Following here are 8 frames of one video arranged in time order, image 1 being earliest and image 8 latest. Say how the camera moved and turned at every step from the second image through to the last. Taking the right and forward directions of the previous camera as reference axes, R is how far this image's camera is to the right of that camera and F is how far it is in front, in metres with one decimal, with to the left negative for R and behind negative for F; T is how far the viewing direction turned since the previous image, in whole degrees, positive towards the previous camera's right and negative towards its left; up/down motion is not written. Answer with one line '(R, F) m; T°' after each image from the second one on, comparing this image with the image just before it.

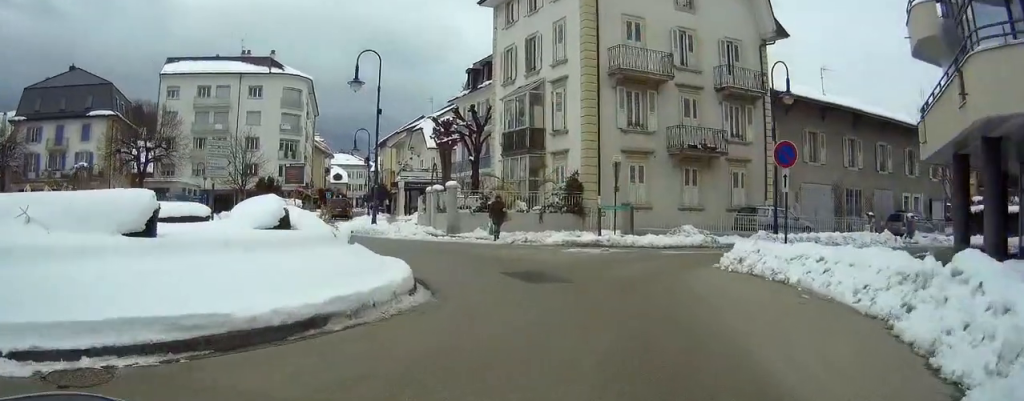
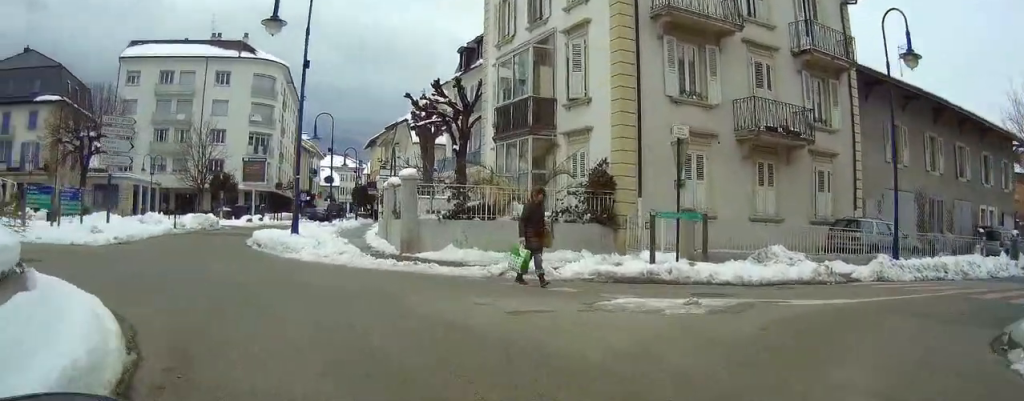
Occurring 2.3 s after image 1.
(+0.3, +9.4) m; -7°
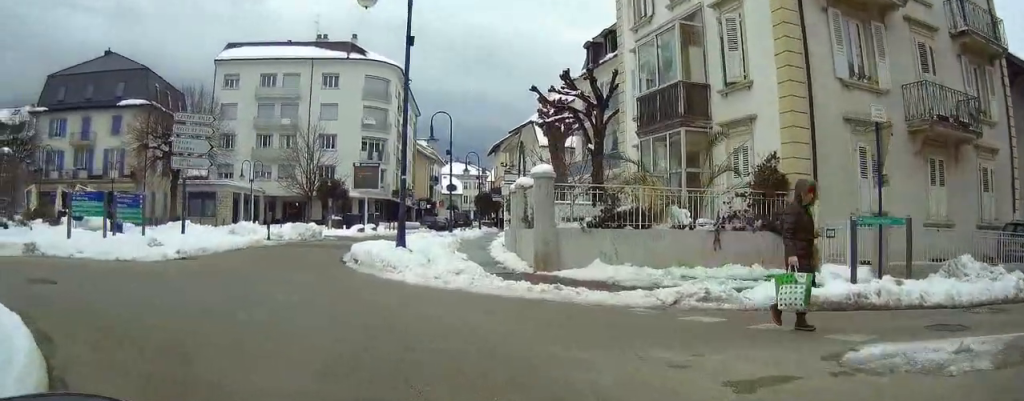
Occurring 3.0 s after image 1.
(-0.3, +3.2) m; -9°
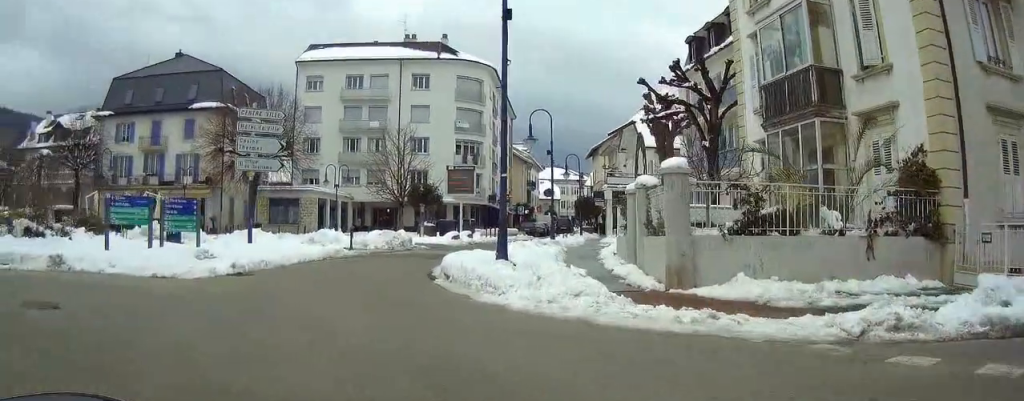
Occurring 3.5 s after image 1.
(0.0, +2.2) m; -6°
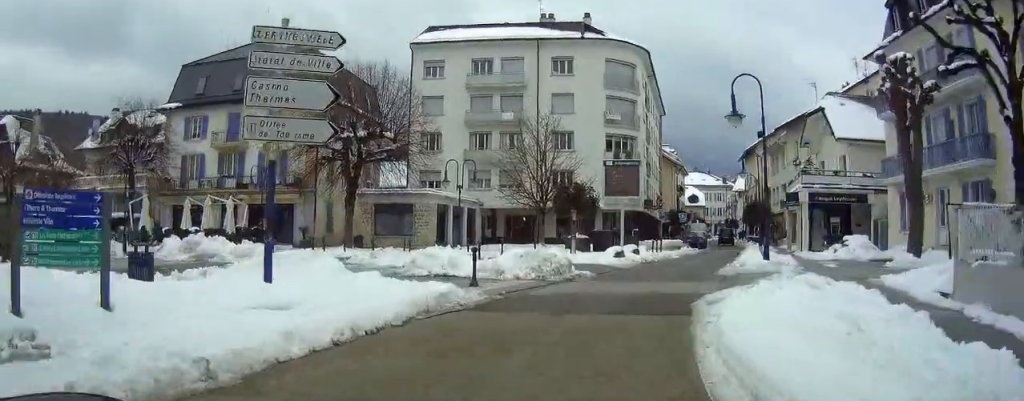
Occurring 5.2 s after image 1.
(-1.7, +9.4) m; -9°
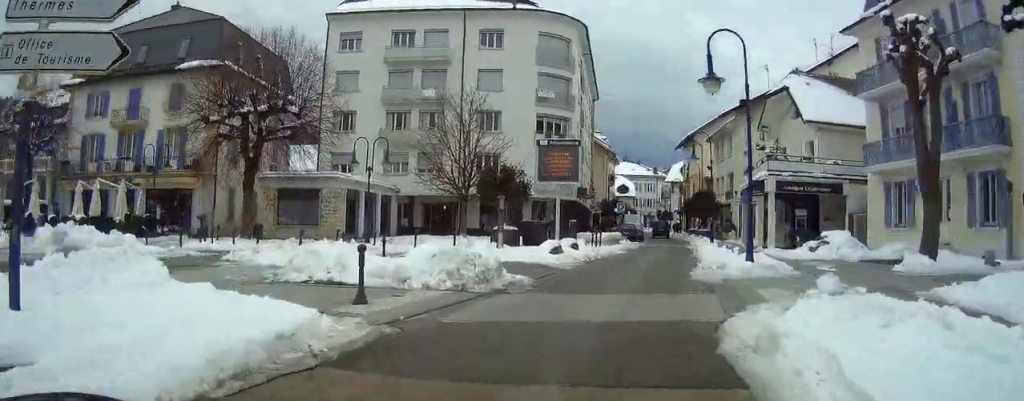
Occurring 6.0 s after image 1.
(+0.2, +4.8) m; +5°
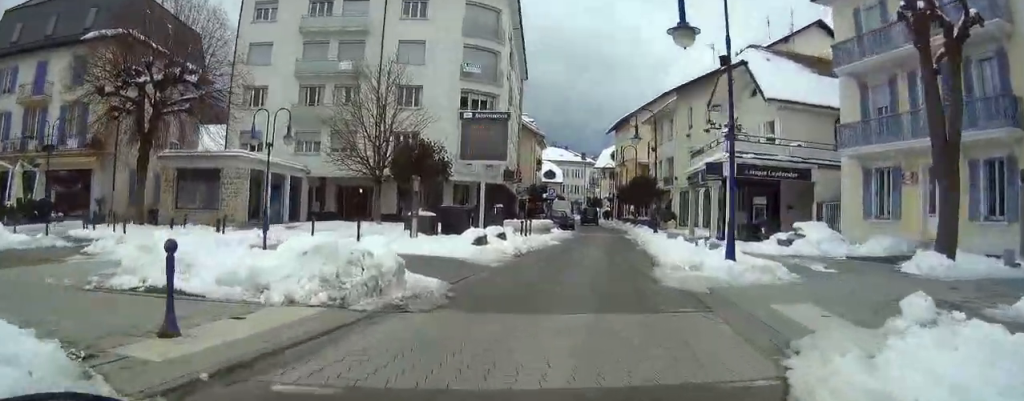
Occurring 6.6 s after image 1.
(+0.1, +3.6) m; +5°
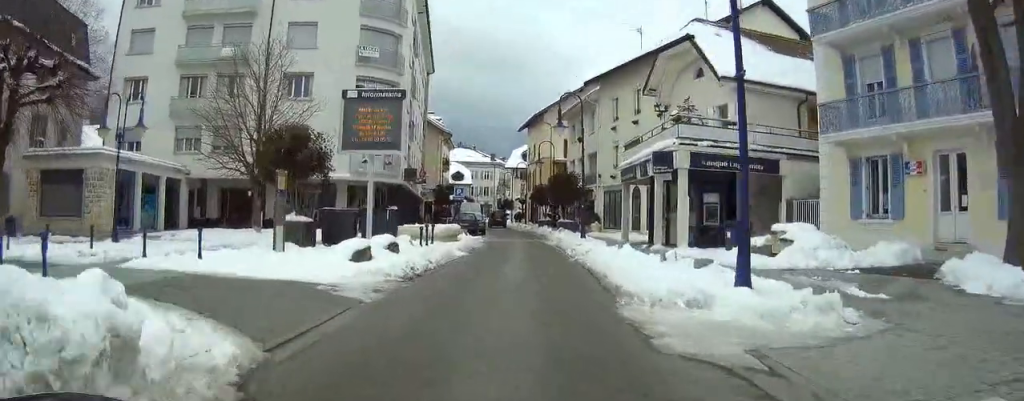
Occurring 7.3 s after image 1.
(+0.2, +5.1) m; +6°
